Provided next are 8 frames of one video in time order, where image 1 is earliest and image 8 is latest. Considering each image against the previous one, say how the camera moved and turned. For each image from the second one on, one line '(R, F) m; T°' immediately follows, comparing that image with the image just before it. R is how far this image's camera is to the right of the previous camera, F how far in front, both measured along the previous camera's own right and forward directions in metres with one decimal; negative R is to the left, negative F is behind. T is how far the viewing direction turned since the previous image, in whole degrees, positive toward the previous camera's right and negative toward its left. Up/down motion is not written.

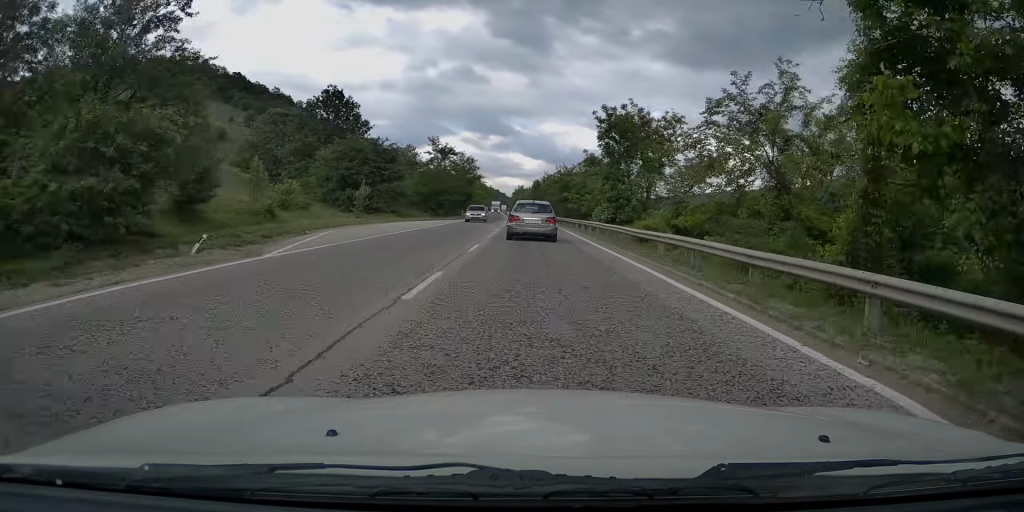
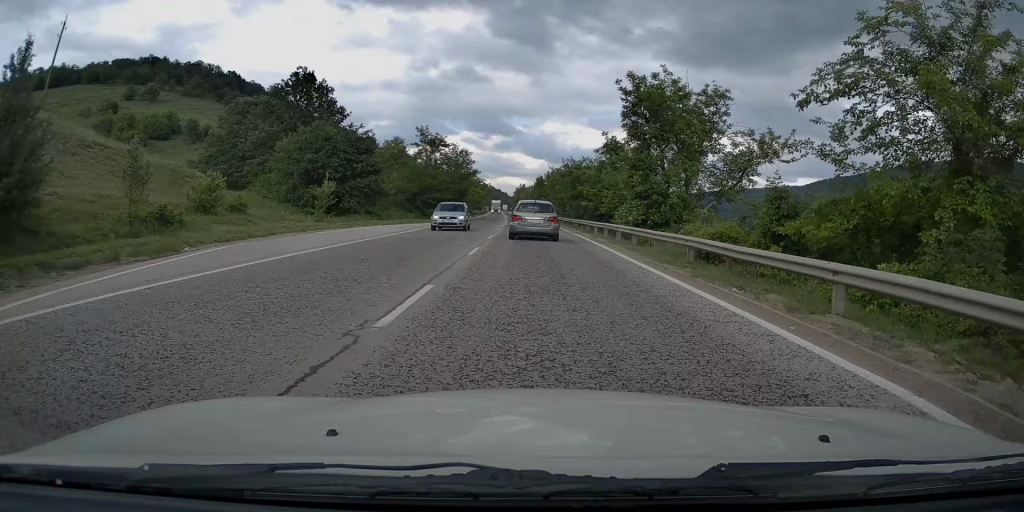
(0.0, +10.4) m; 0°
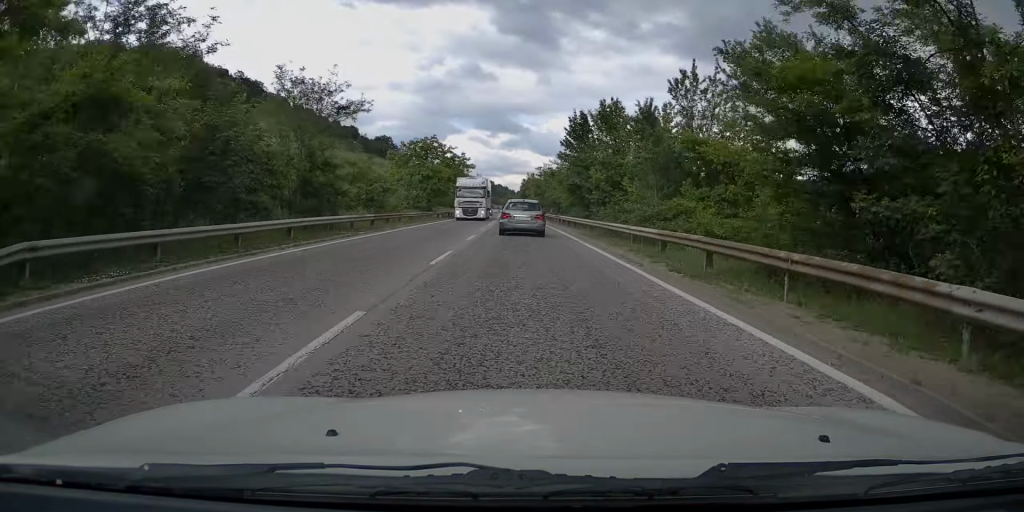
(0.0, +65.4) m; 0°
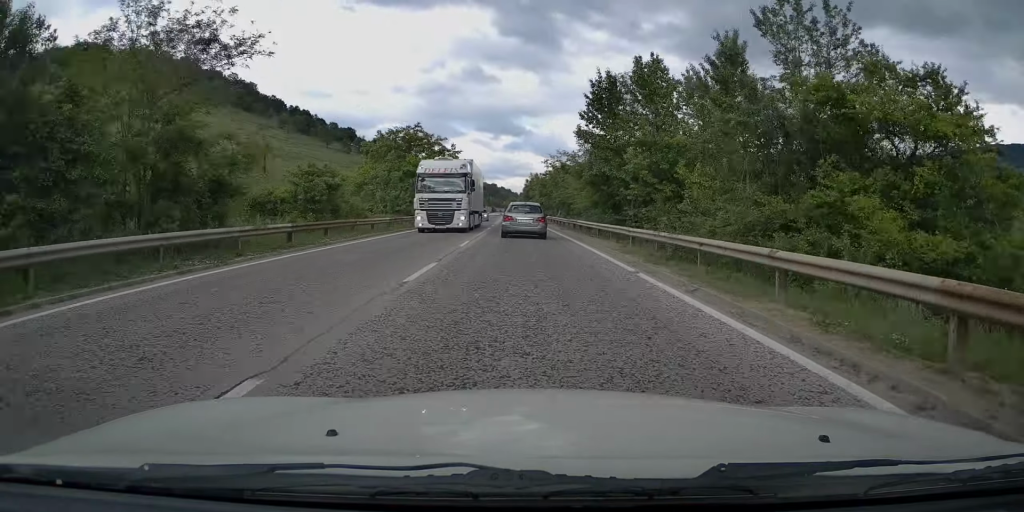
(0.0, +11.2) m; 0°
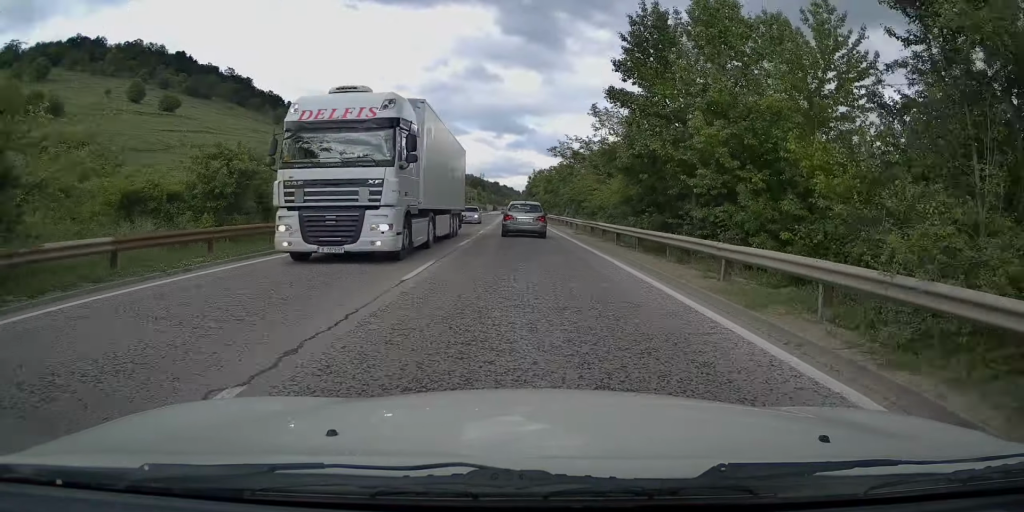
(+0.1, +9.0) m; 0°
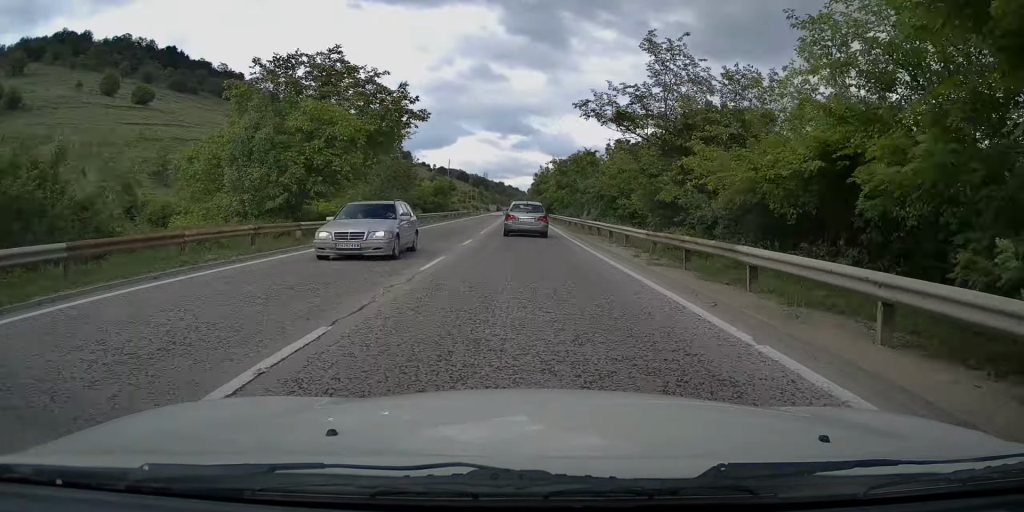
(-0.2, +16.5) m; -1°
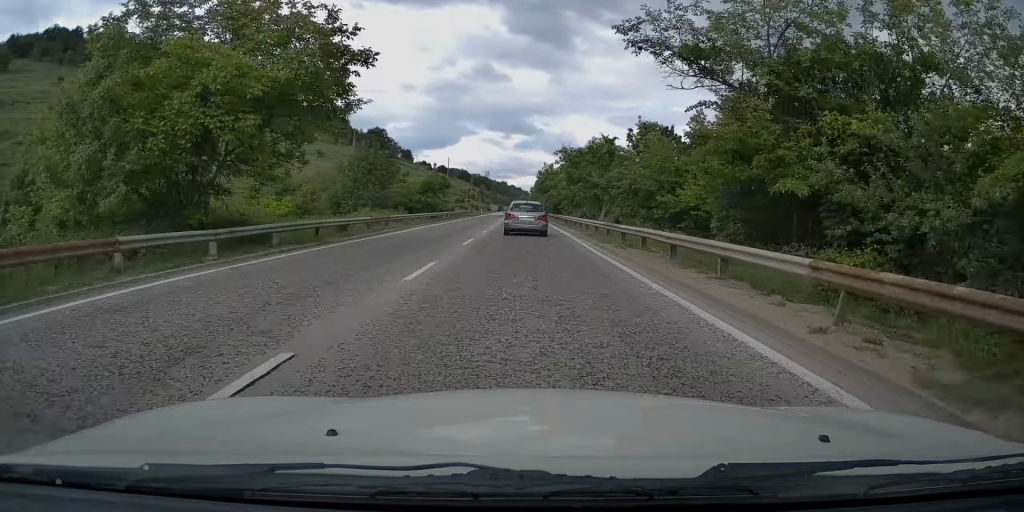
(-0.1, +9.8) m; 0°
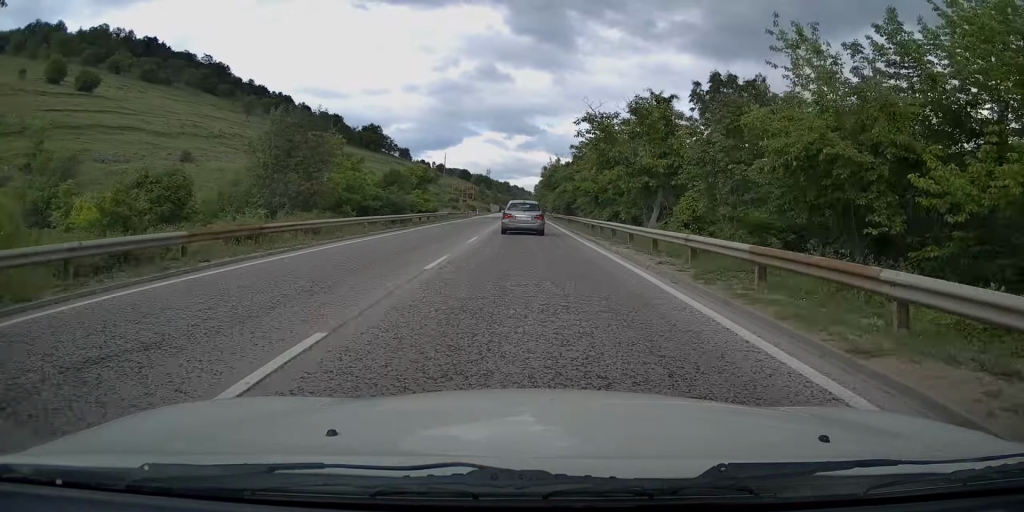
(0.0, +16.7) m; 0°
